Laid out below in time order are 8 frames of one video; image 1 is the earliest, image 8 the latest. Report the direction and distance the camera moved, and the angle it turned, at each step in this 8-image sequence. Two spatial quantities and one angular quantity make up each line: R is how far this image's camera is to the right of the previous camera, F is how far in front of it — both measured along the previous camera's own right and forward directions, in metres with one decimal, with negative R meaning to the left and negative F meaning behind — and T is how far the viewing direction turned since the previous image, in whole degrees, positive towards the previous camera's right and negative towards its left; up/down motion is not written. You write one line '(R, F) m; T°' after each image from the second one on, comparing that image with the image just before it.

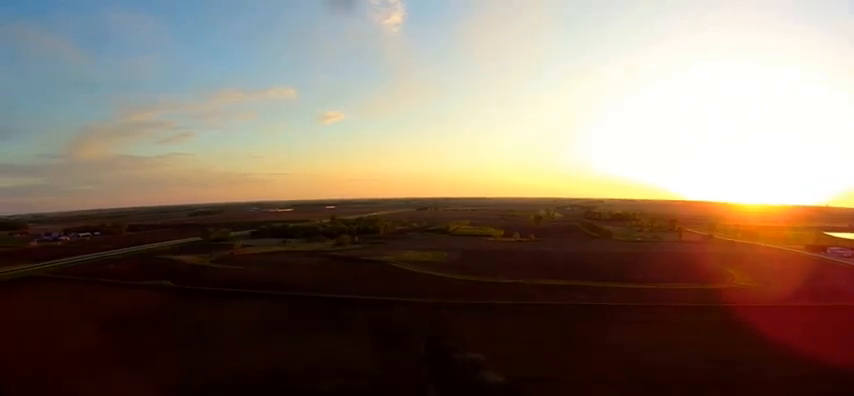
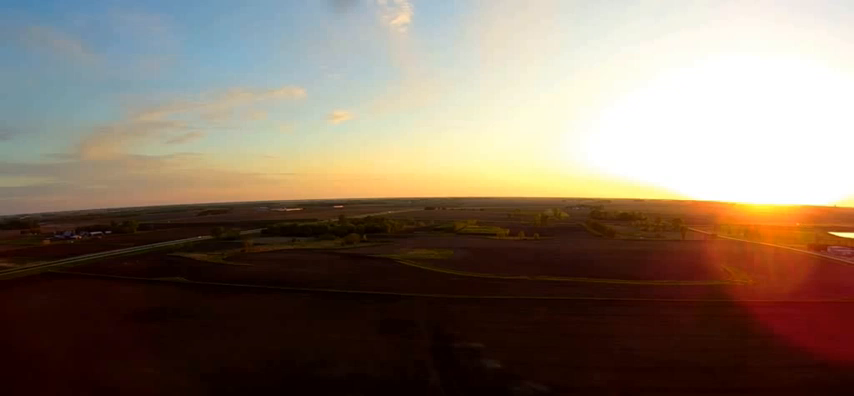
(0.0, +12.3) m; 0°
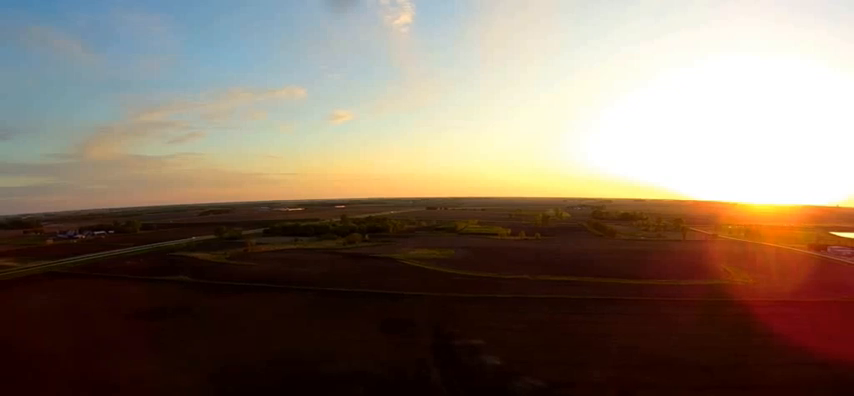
(0.0, +3.8) m; 0°
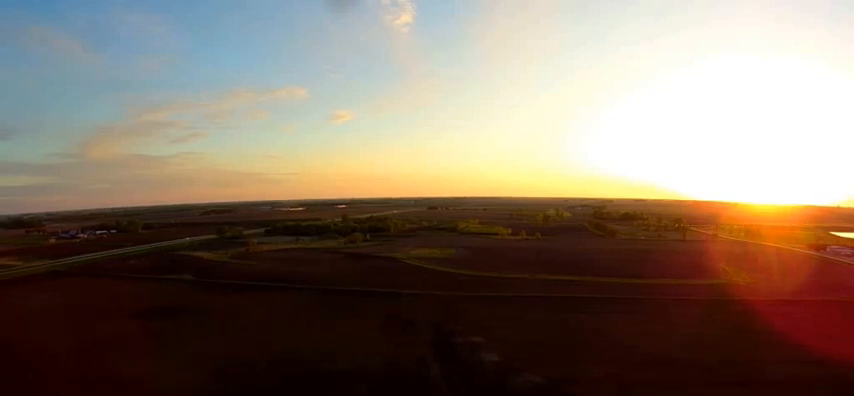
(0.0, +3.4) m; 0°
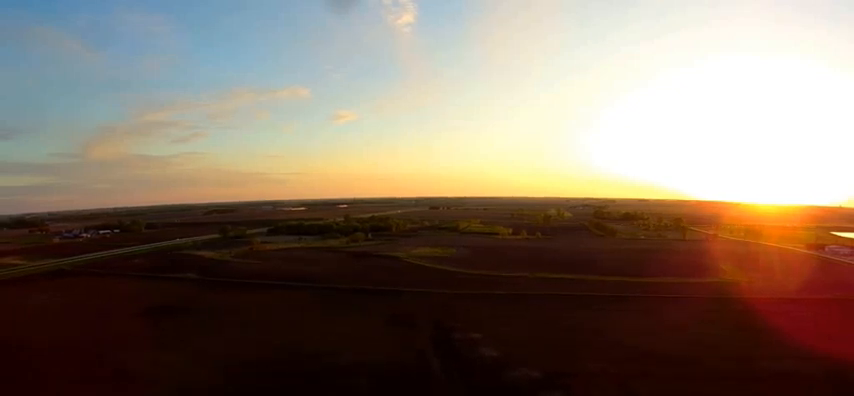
(0.0, +5.2) m; 0°
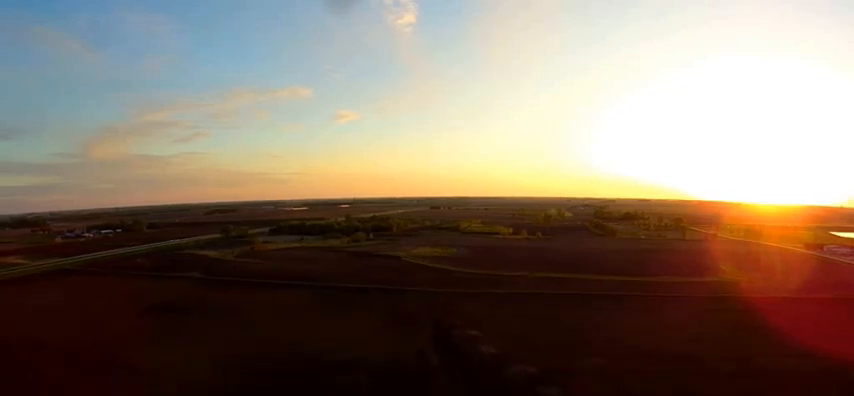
(0.0, +4.0) m; 0°
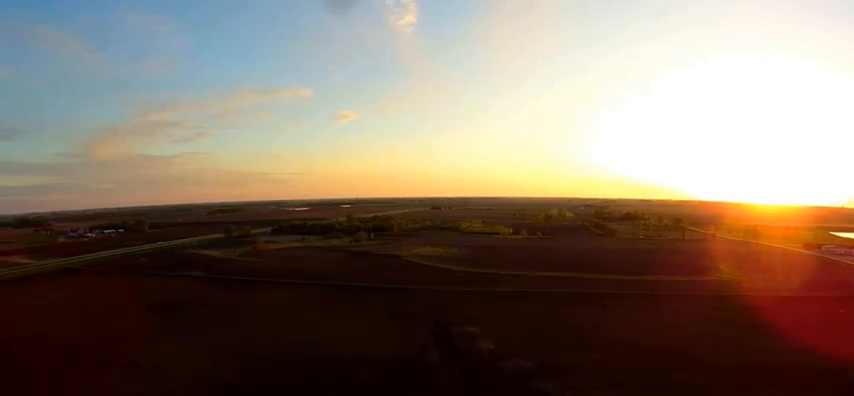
(0.0, +5.2) m; 0°
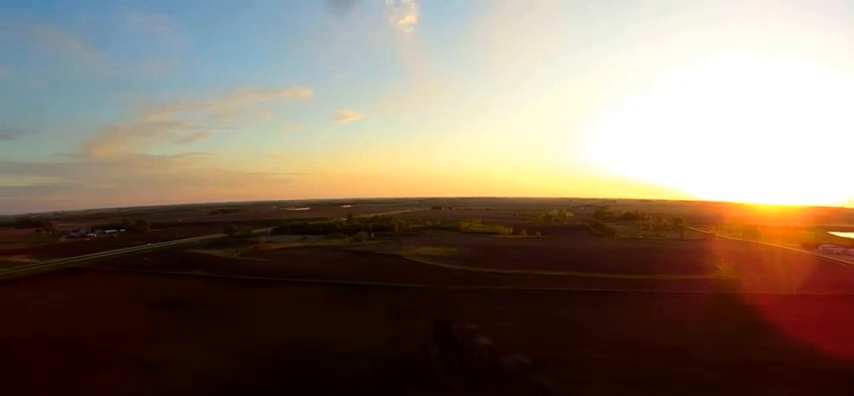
(0.0, +5.0) m; 0°
